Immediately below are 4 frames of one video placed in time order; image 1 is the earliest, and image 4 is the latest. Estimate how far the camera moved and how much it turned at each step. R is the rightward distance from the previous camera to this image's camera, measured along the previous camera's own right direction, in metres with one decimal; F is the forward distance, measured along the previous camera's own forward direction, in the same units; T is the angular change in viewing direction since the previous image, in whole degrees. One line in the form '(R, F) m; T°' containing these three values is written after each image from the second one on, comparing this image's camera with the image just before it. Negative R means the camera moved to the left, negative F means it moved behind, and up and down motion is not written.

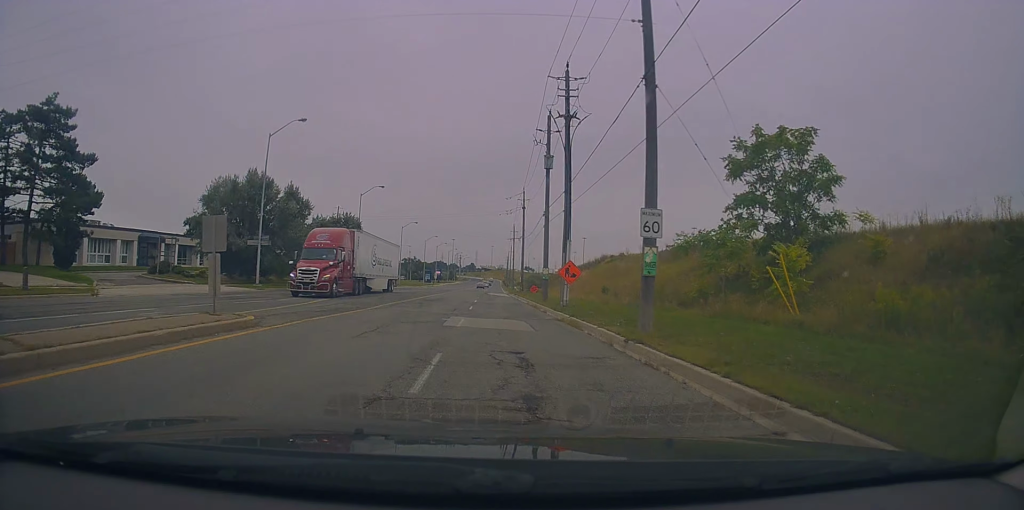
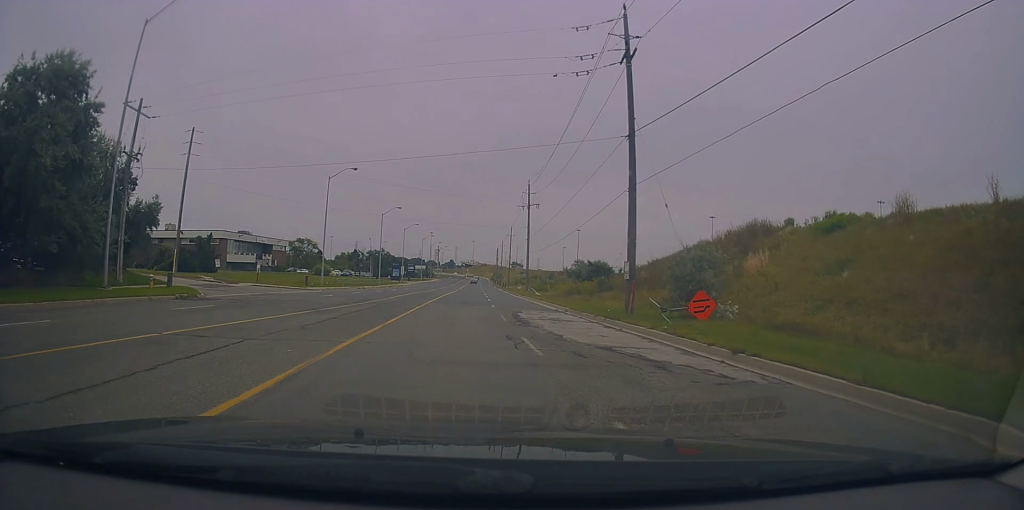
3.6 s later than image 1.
(-1.1, +54.3) m; -2°
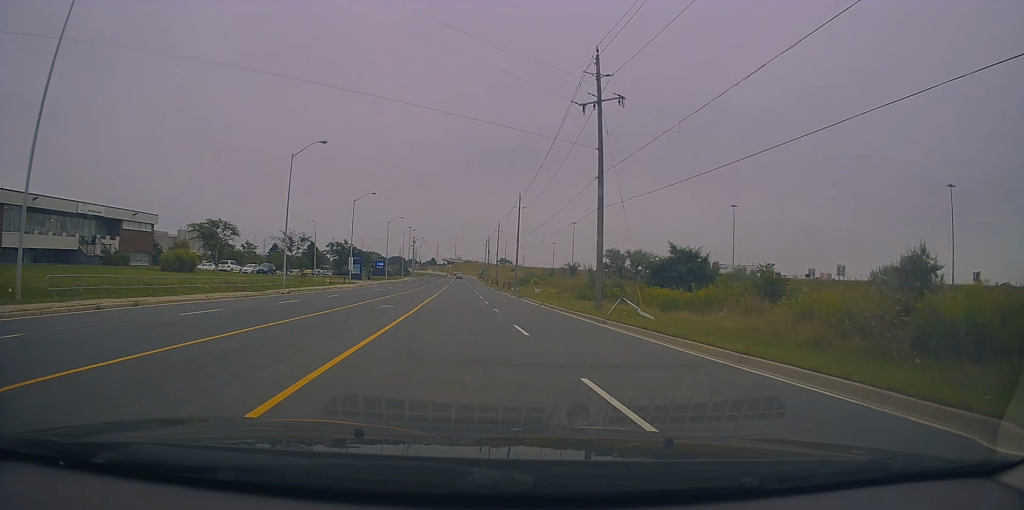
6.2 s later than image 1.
(+2.0, +45.8) m; +3°
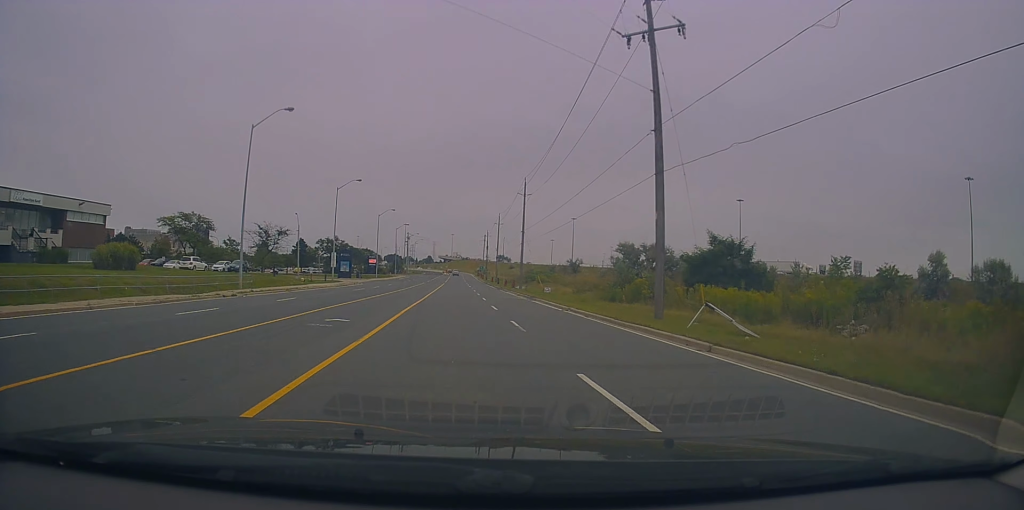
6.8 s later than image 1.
(-0.1, +9.8) m; 0°
